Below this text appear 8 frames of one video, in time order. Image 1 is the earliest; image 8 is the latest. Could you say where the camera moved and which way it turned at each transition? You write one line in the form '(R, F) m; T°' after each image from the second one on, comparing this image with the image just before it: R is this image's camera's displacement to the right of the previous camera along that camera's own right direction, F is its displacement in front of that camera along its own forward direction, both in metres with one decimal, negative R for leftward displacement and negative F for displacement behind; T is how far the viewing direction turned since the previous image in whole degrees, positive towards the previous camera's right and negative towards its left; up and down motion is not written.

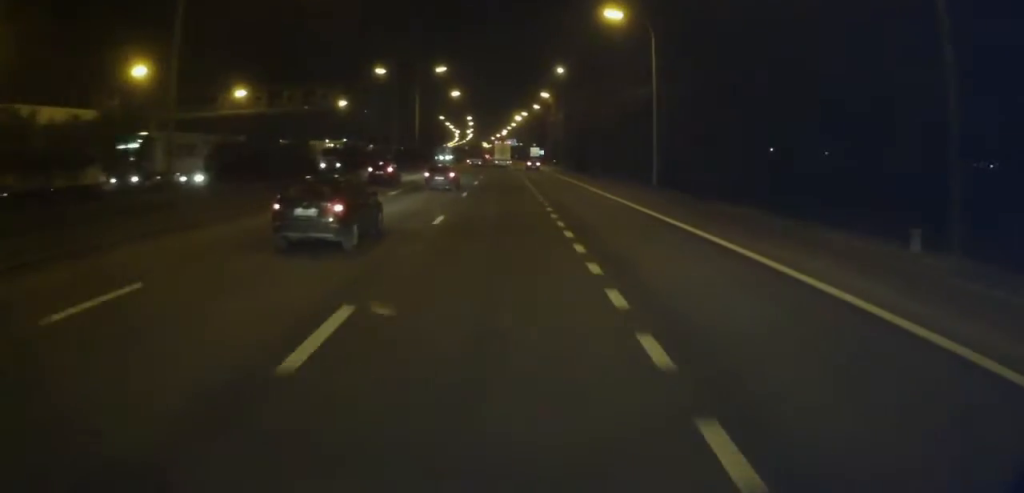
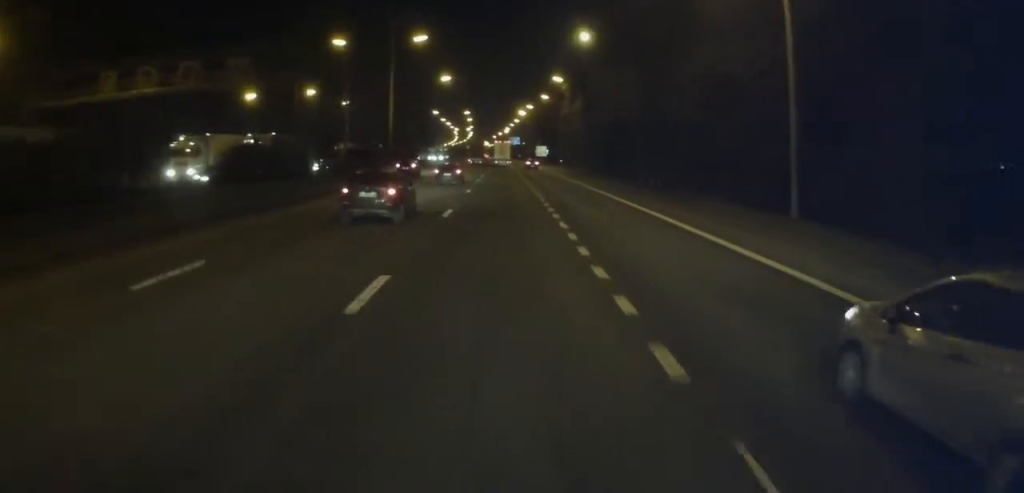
(0.0, +22.7) m; 0°
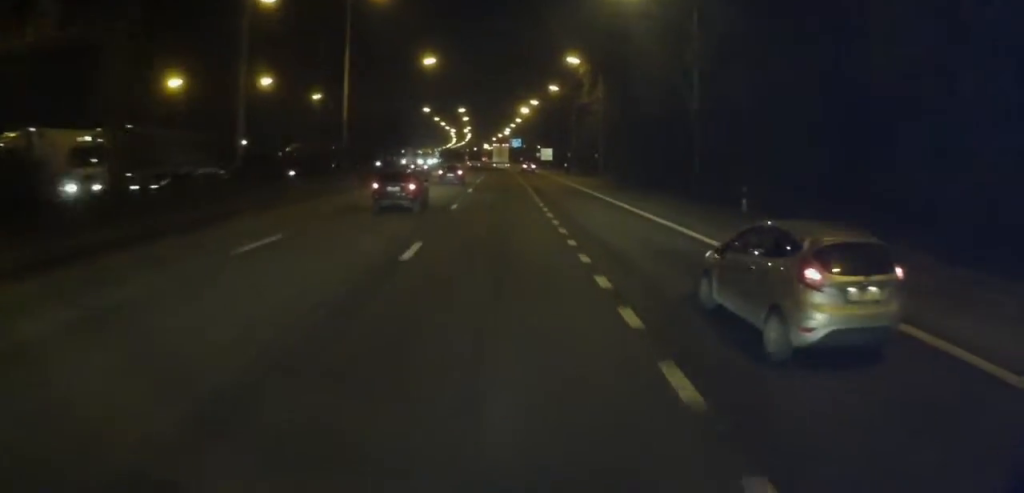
(0.0, +20.3) m; 0°
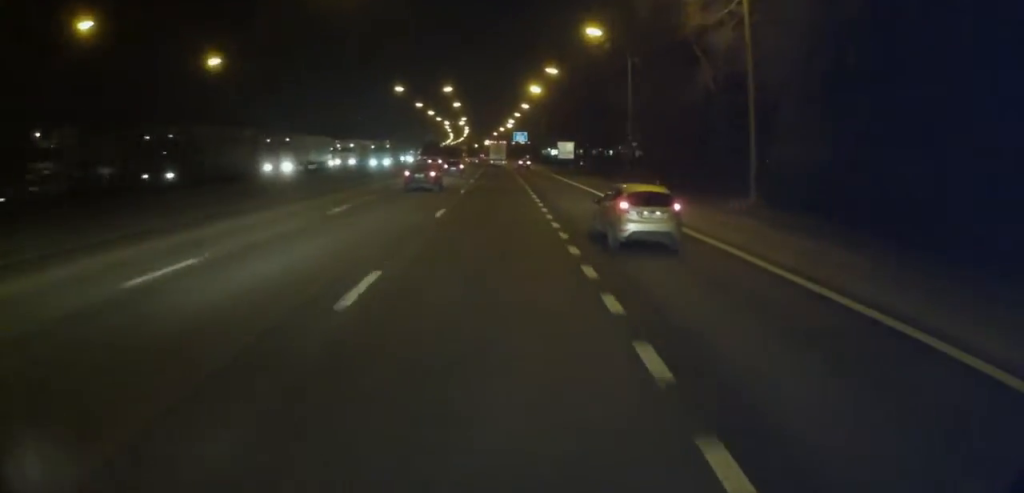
(+0.1, +41.3) m; 0°
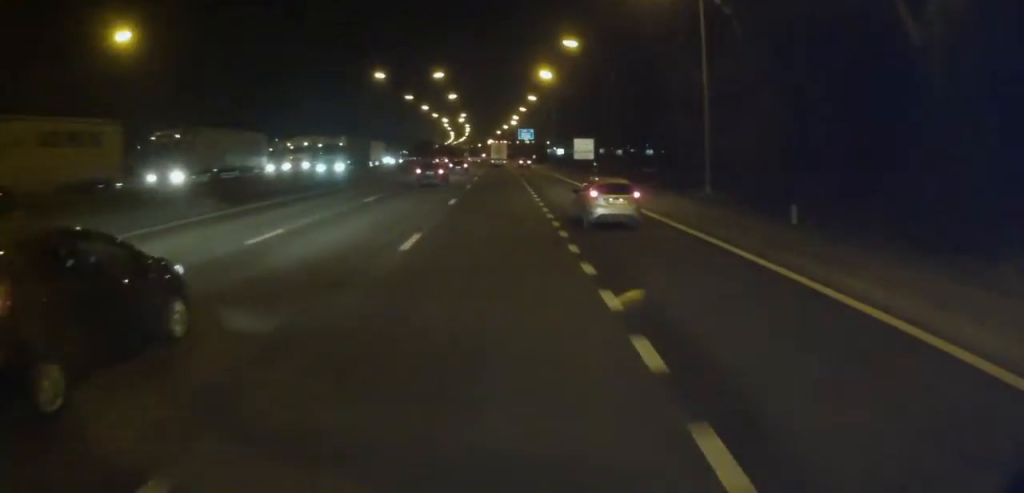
(-0.1, +19.4) m; 0°
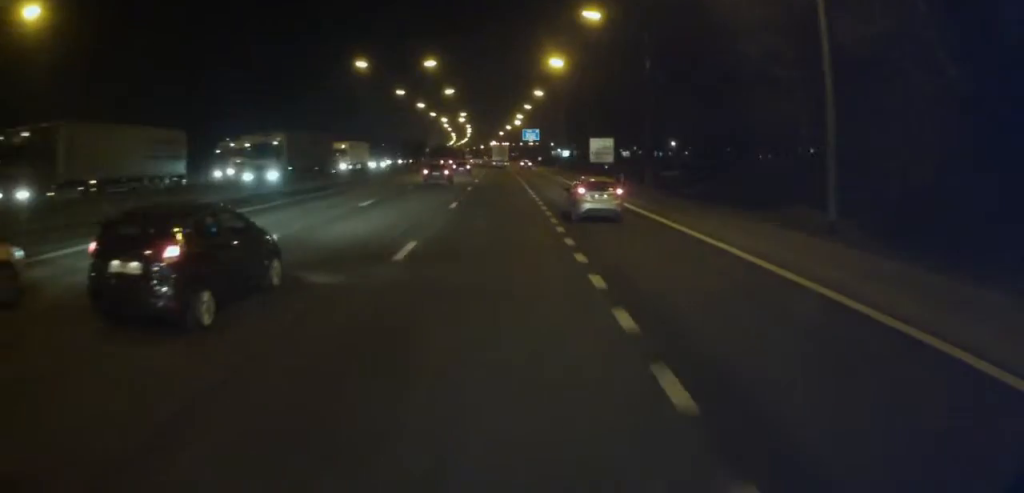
(0.0, +13.2) m; 0°
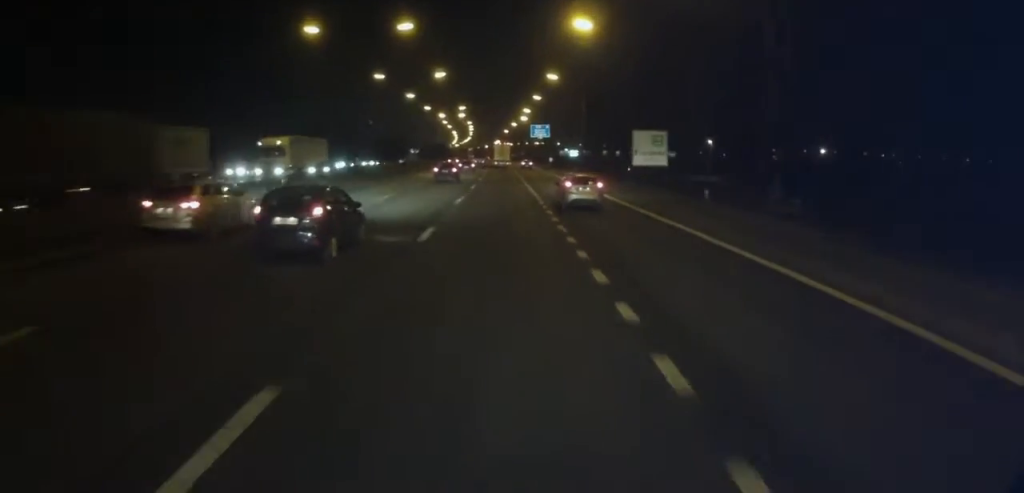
(+0.1, +21.8) m; 0°
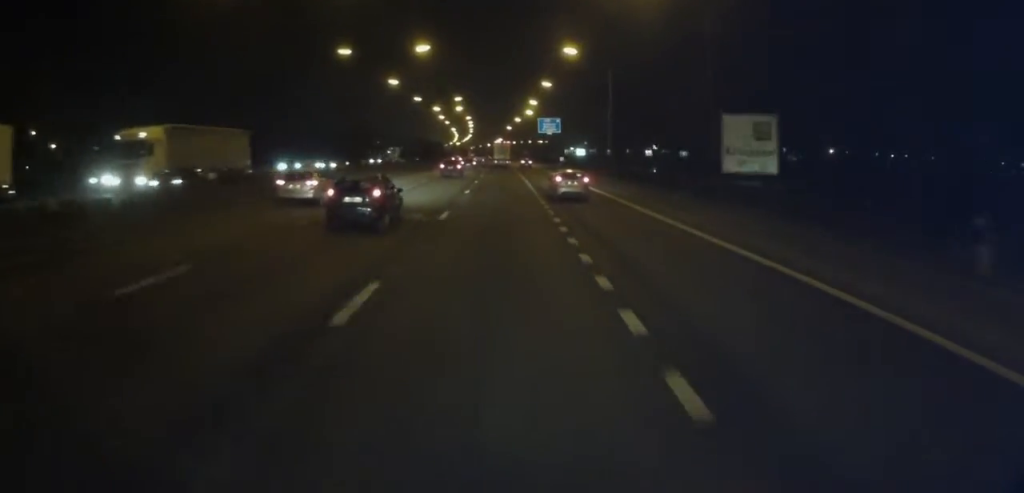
(+0.1, +20.3) m; 0°
